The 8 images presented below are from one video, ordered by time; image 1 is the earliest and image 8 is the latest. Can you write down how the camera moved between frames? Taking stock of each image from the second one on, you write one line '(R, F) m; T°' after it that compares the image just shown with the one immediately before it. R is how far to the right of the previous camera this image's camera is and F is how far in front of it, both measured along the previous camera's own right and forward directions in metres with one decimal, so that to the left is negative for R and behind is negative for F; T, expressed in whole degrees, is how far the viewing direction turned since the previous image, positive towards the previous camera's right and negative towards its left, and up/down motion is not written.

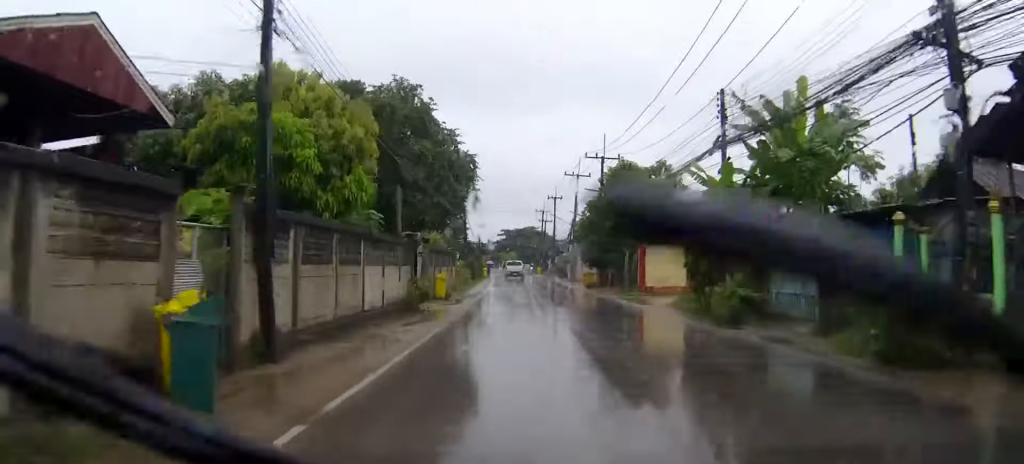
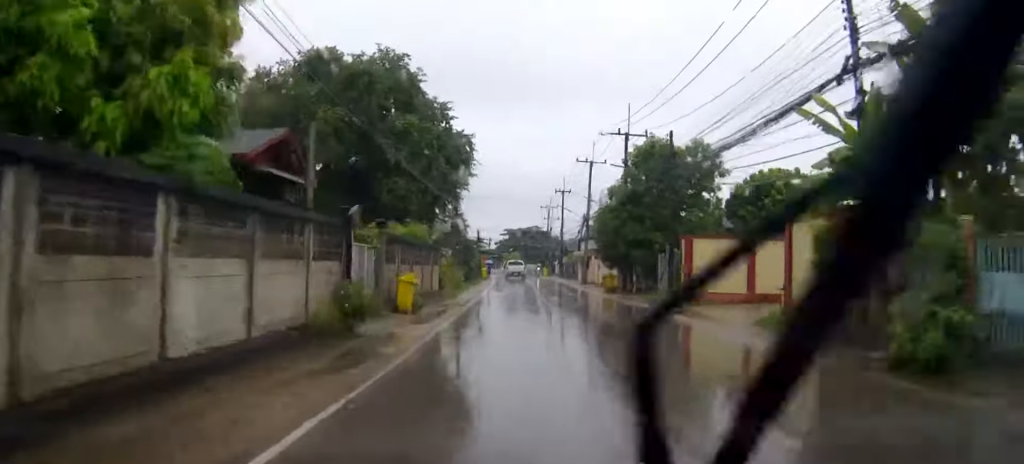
(0.0, +10.1) m; 0°
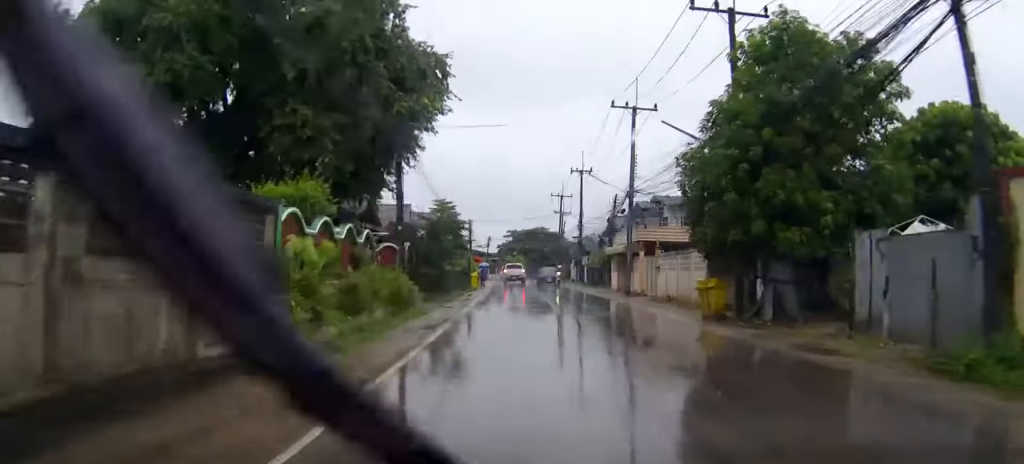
(-0.1, +21.7) m; -1°
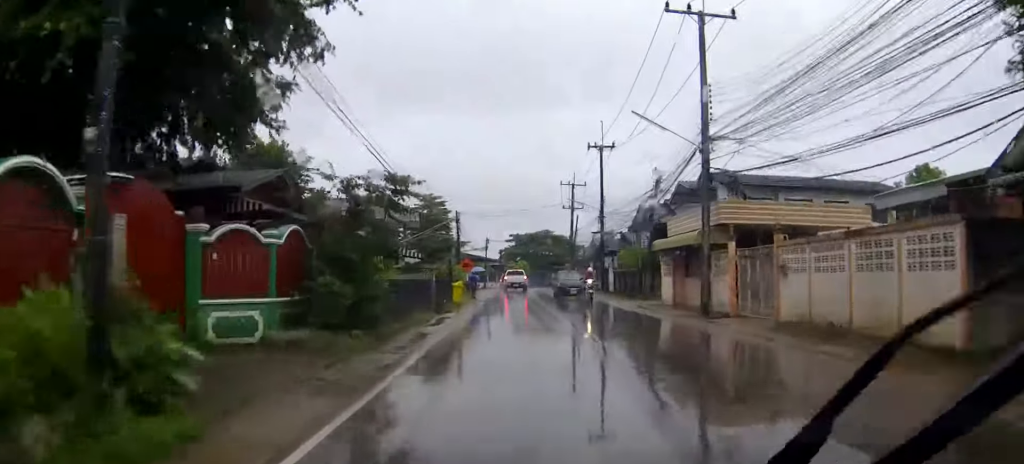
(-0.1, +15.8) m; -1°
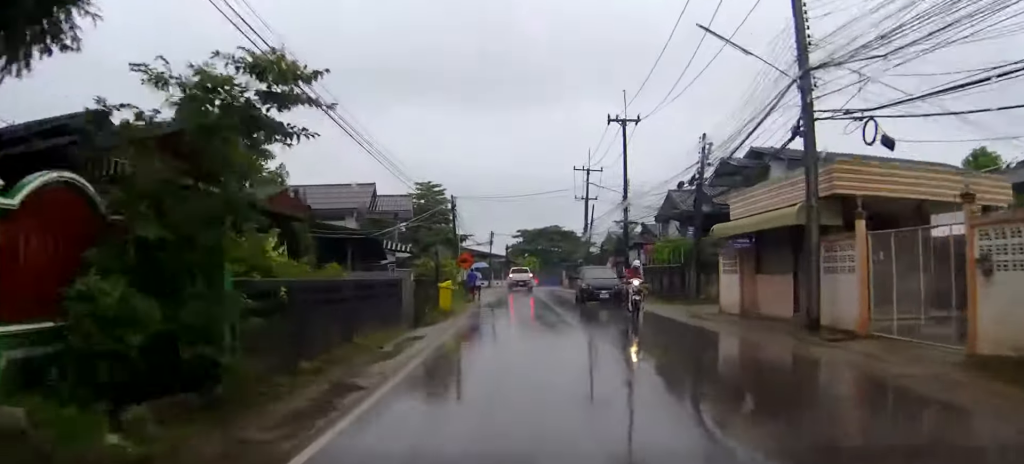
(0.0, +8.4) m; 0°
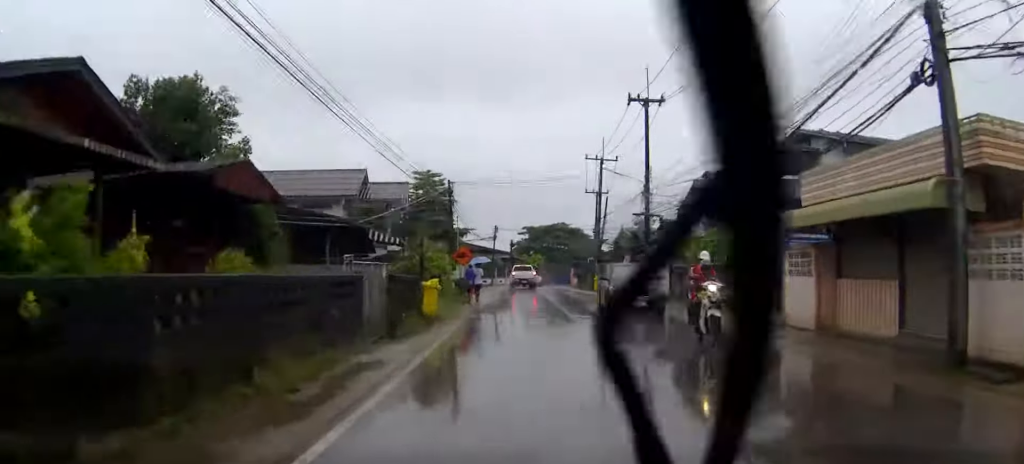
(0.0, +5.5) m; 0°
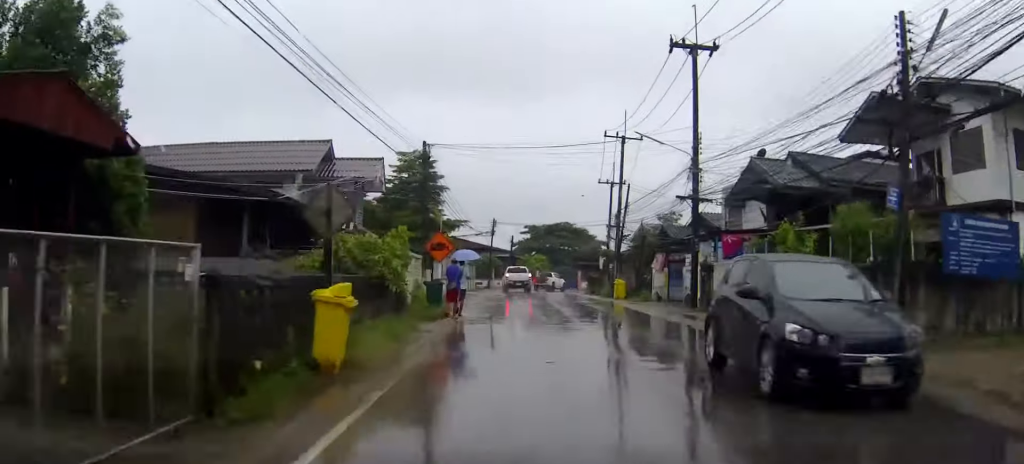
(0.0, +10.4) m; 0°
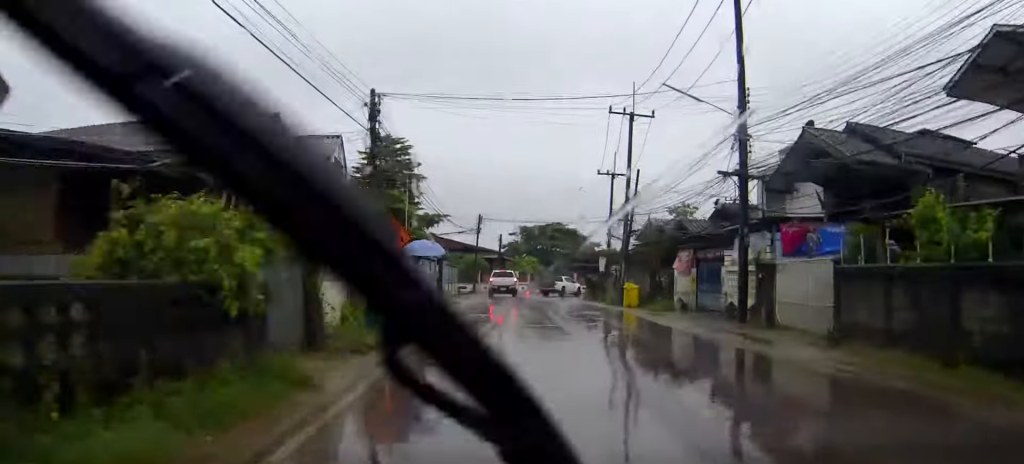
(0.0, +7.6) m; 0°
